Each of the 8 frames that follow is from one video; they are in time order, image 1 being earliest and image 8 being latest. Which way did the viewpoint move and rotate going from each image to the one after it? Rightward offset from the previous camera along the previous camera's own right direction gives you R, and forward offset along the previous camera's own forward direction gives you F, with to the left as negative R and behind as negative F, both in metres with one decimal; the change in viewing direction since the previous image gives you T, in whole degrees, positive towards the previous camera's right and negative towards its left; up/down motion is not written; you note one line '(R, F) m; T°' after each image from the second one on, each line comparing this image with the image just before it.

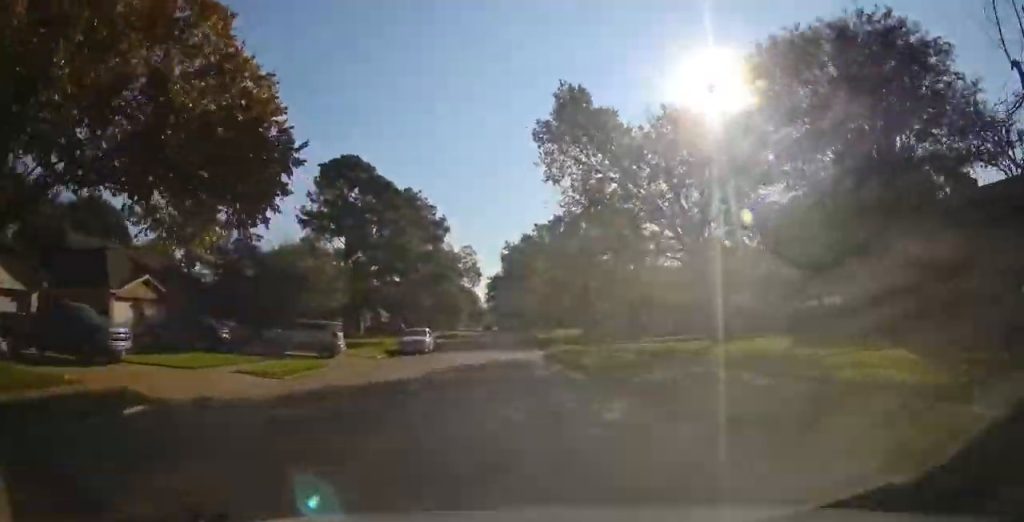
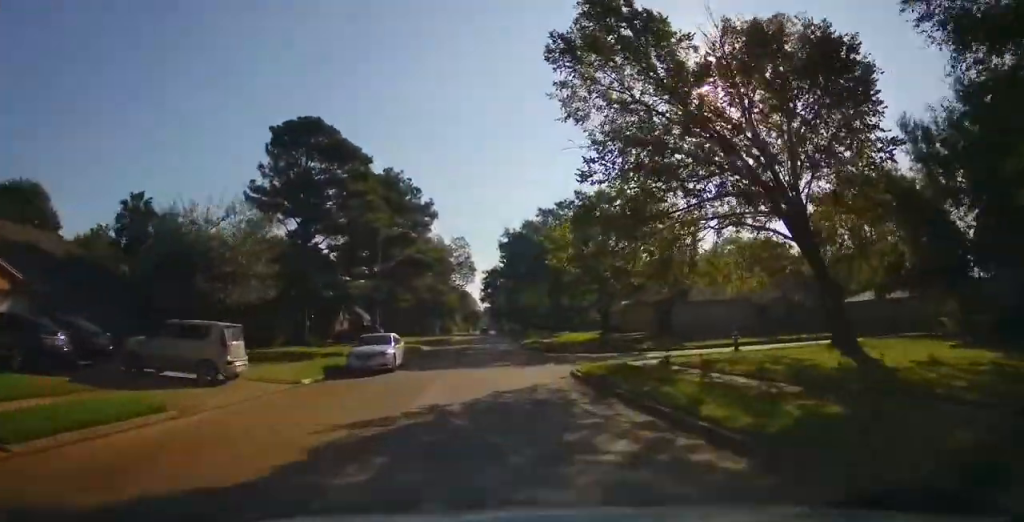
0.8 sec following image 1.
(+0.4, +11.5) m; +2°
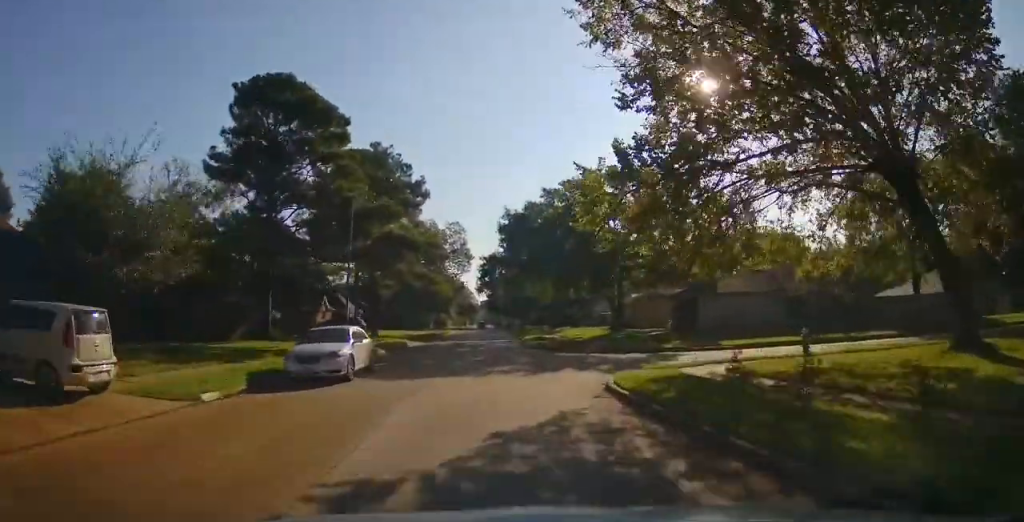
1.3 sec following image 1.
(+0.1, +6.7) m; +1°
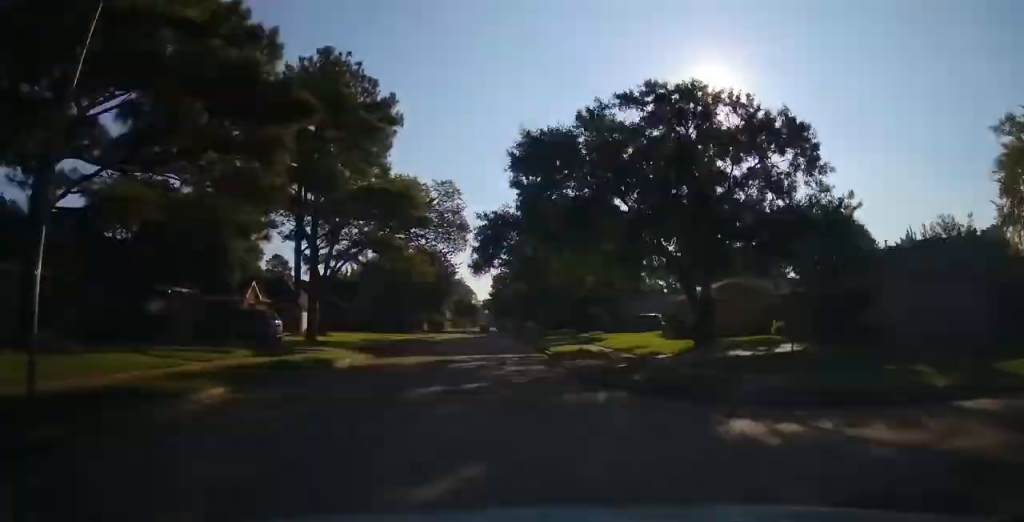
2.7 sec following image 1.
(+0.1, +19.8) m; 0°
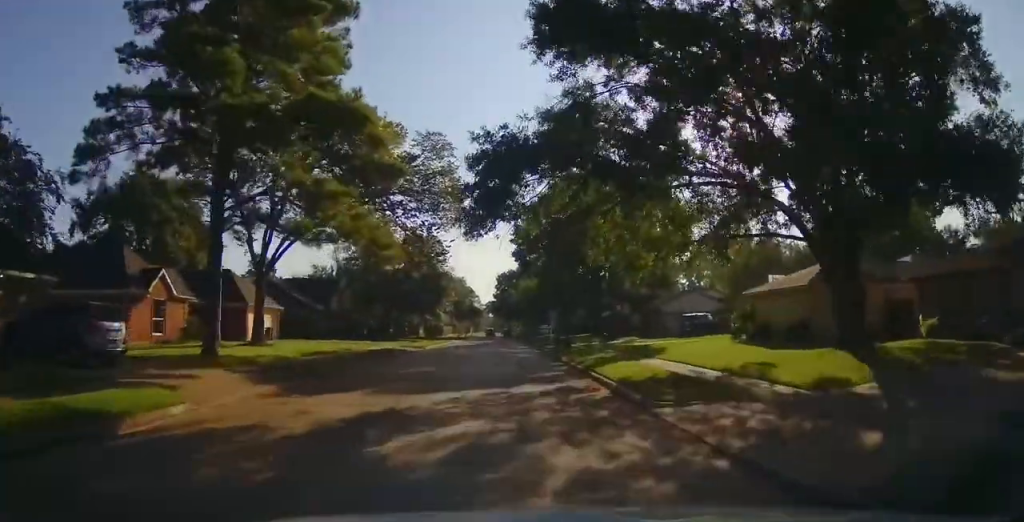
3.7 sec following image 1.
(0.0, +13.0) m; +1°
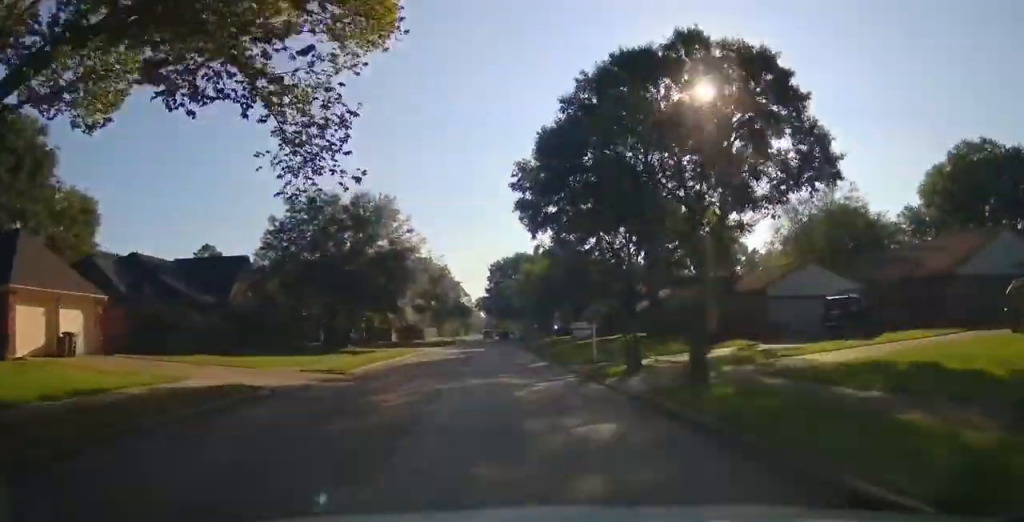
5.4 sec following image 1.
(+0.4, +21.8) m; -1°
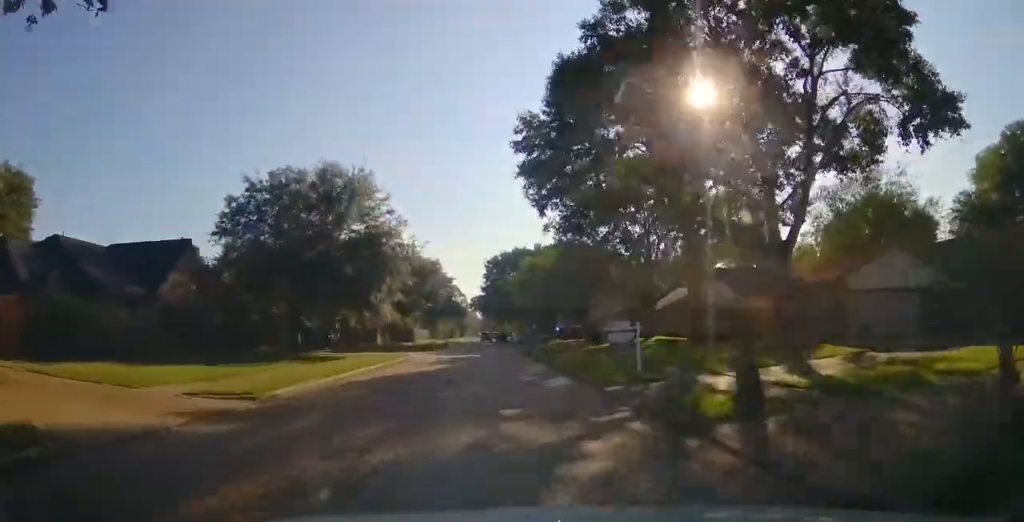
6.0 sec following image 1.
(-0.7, +7.9) m; 0°
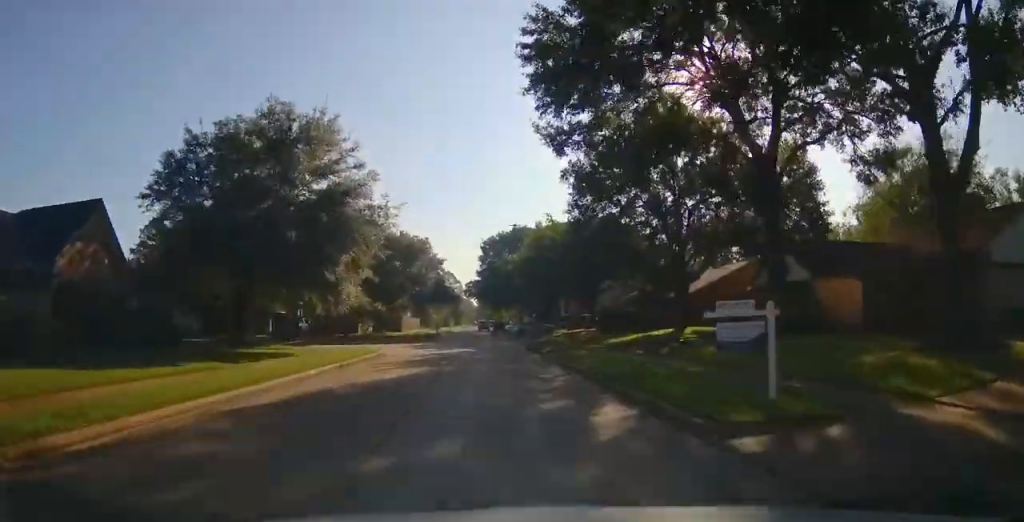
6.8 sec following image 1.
(+0.5, +8.4) m; +2°
